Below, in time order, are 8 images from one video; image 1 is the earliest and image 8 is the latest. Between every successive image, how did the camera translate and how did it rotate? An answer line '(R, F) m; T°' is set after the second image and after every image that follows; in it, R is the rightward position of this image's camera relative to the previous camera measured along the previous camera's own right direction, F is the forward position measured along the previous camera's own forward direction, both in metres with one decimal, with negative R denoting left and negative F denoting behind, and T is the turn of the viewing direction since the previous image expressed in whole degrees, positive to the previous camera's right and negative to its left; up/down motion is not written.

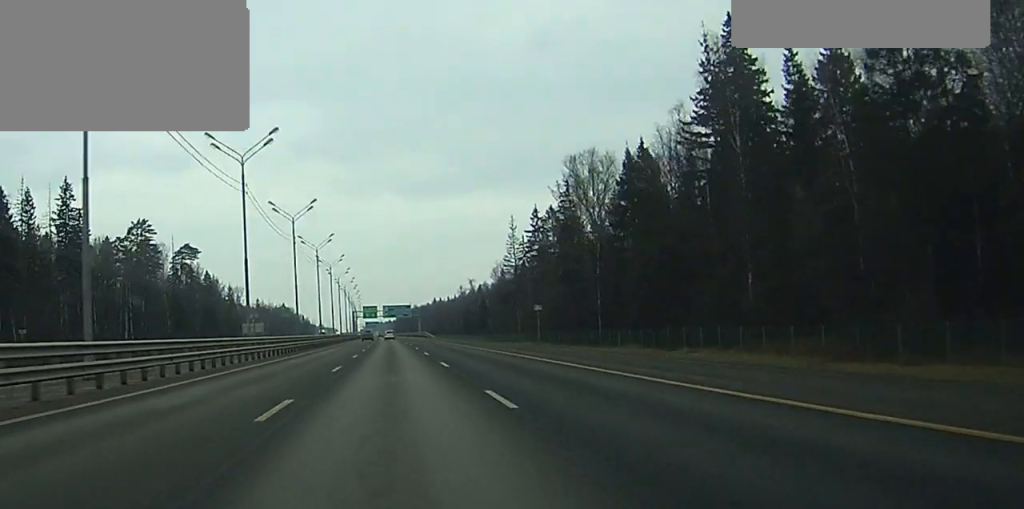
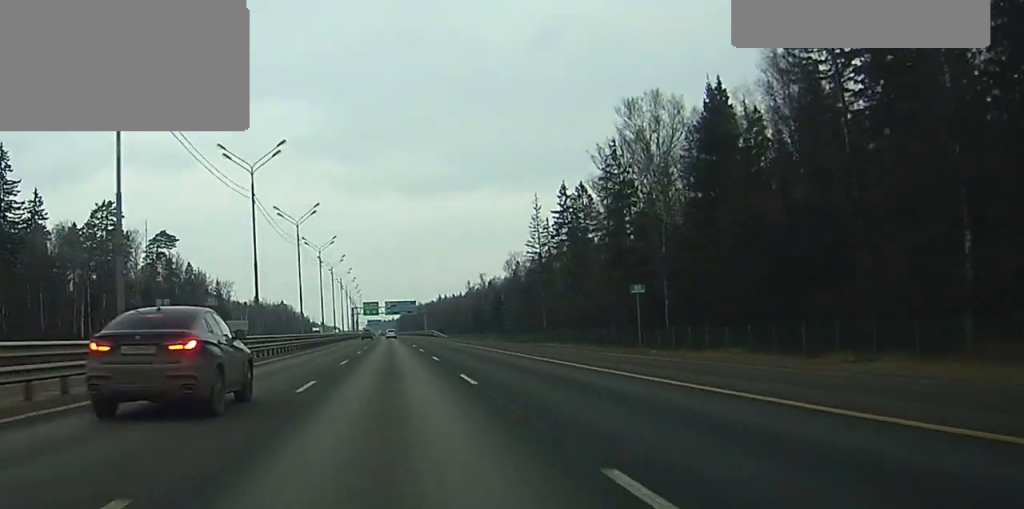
(-0.1, +26.3) m; 0°
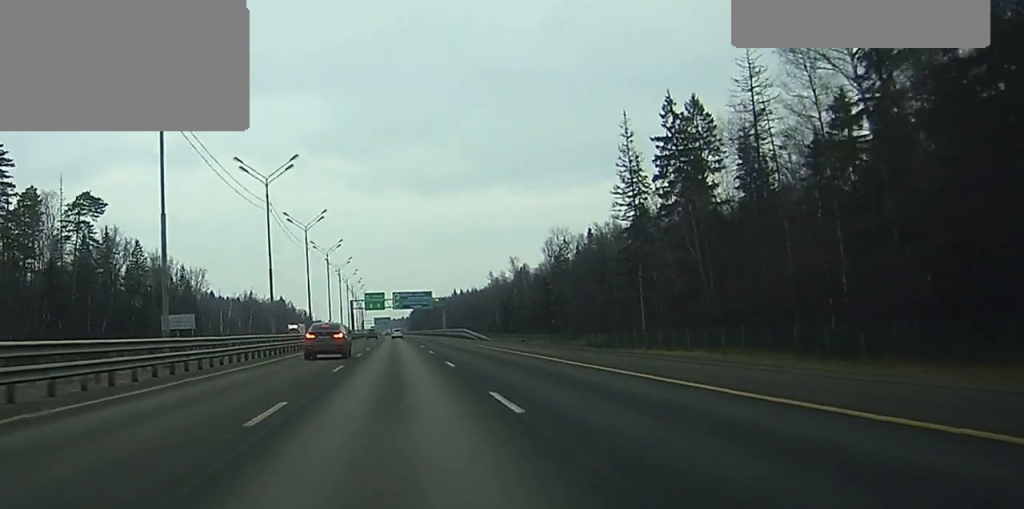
(+0.1, +55.0) m; 0°
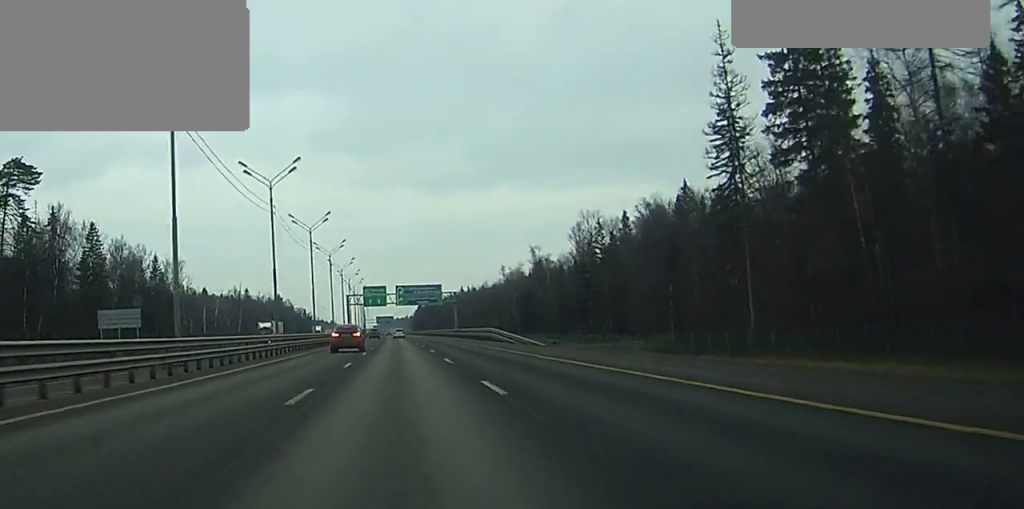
(-0.2, +28.7) m; 0°
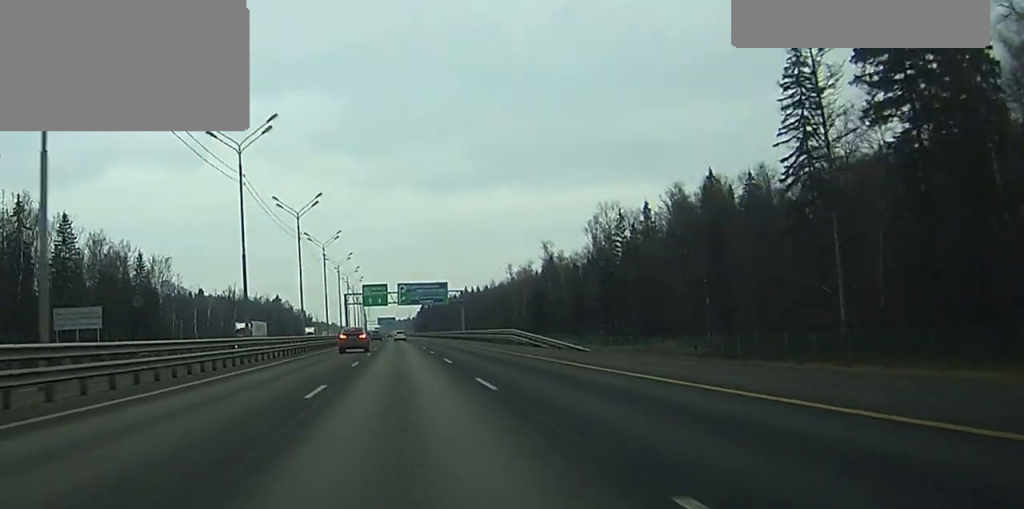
(0.0, +13.9) m; 0°
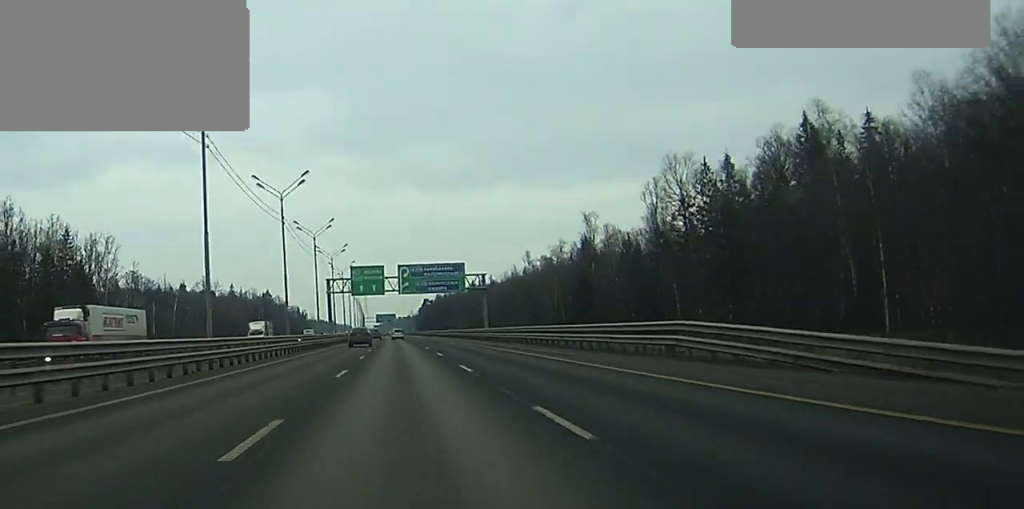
(-0.2, +40.6) m; 0°
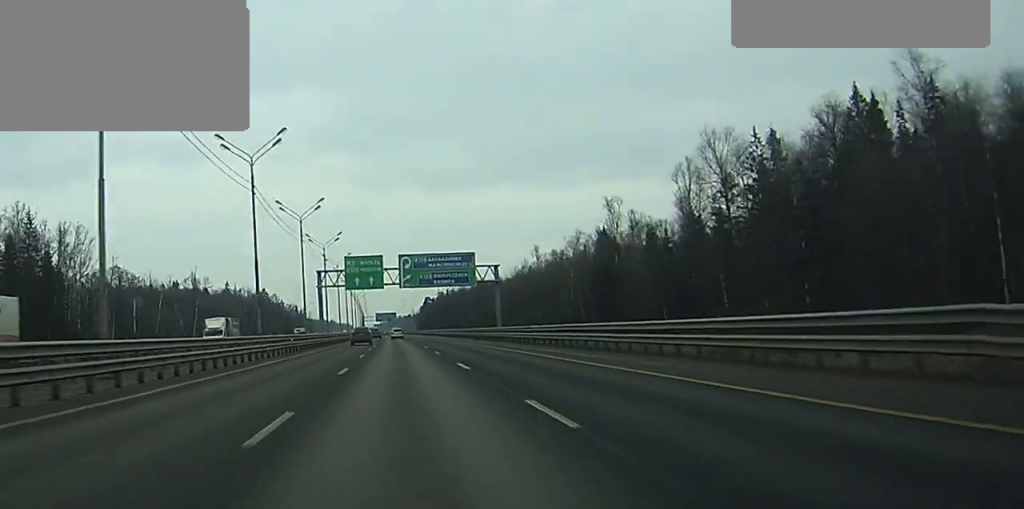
(0.0, +15.0) m; 0°
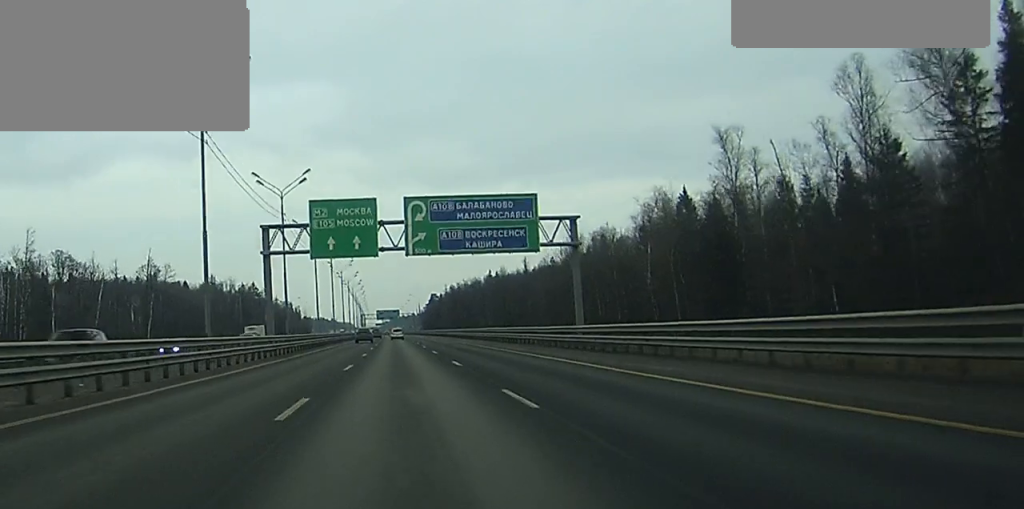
(0.0, +45.3) m; 0°
